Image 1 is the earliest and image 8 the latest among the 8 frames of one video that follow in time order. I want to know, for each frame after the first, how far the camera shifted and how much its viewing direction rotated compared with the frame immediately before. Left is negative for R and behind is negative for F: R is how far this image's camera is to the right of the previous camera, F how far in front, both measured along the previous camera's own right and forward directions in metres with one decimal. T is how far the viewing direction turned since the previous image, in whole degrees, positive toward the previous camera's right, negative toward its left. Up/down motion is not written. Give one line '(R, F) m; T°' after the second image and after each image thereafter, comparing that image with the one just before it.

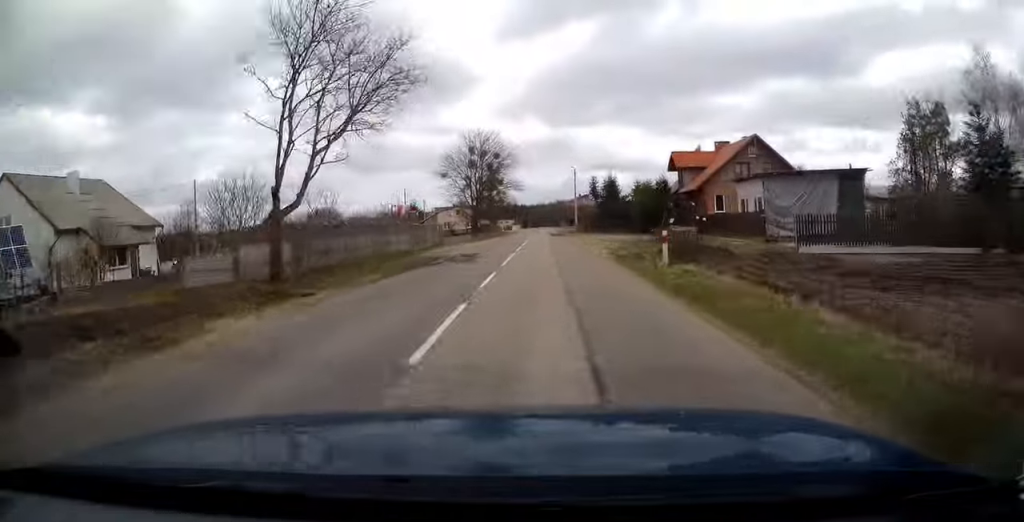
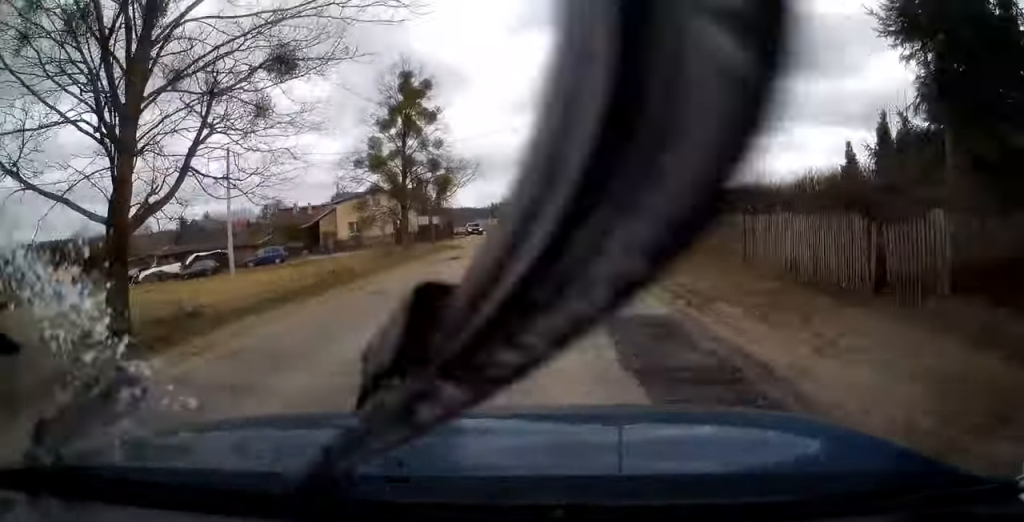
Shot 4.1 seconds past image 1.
(+0.1, +59.2) m; -2°
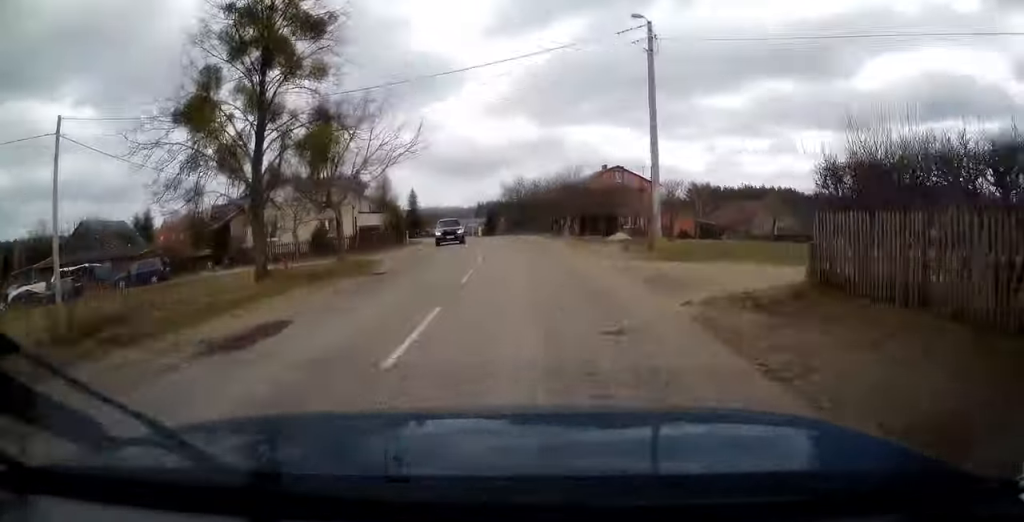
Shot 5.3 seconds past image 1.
(0.0, +17.9) m; -2°
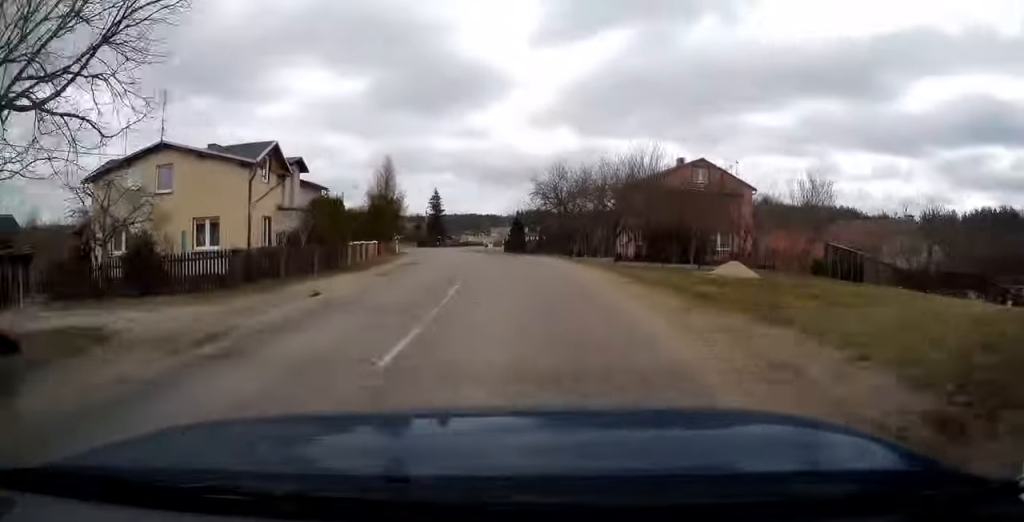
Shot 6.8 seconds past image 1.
(-0.5, +21.1) m; -4°
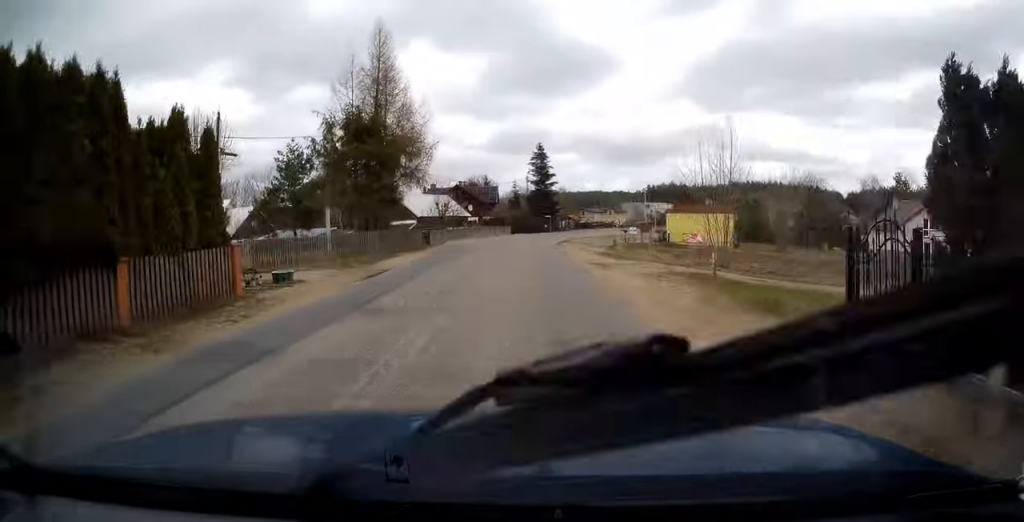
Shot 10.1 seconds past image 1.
(-3.1, +45.9) m; -7°
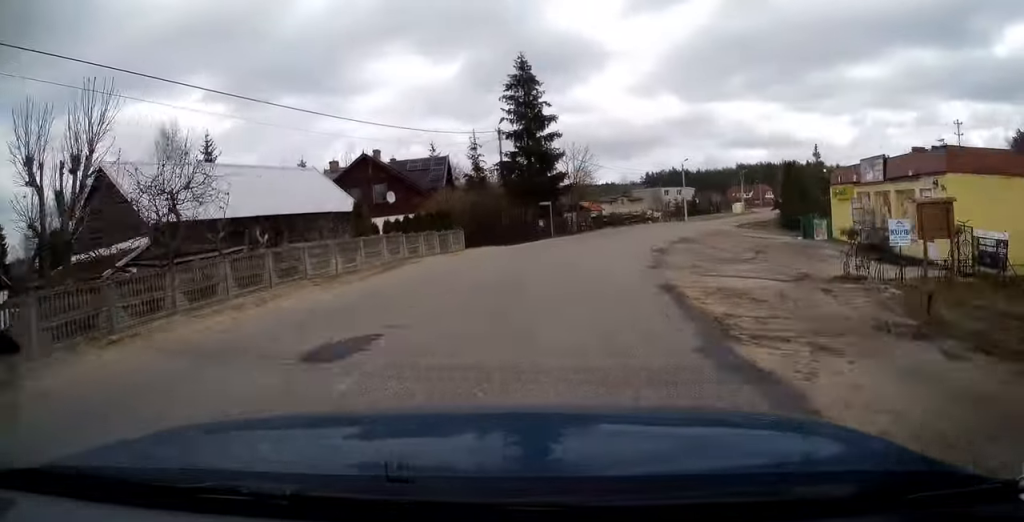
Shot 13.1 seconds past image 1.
(-0.3, +42.1) m; +5°
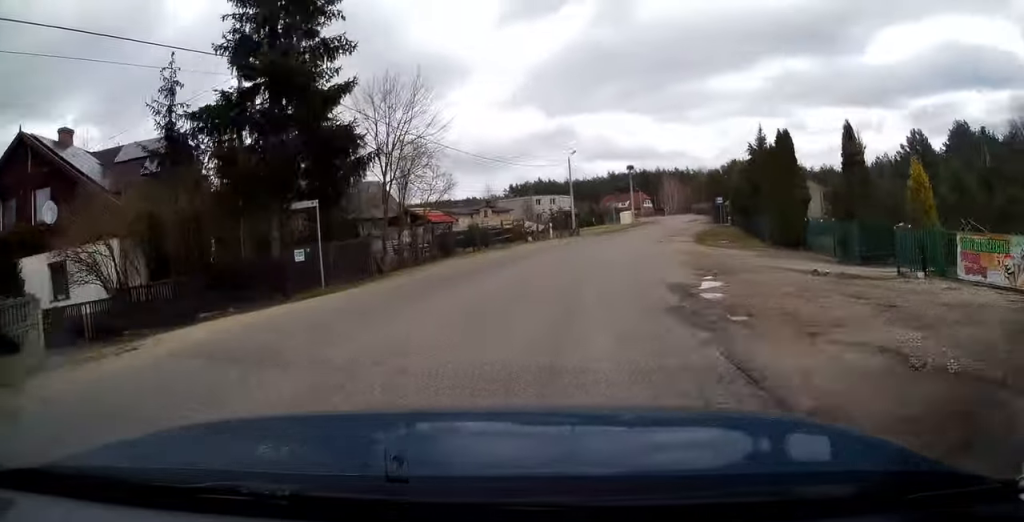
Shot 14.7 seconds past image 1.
(+0.2, +23.6) m; +9°
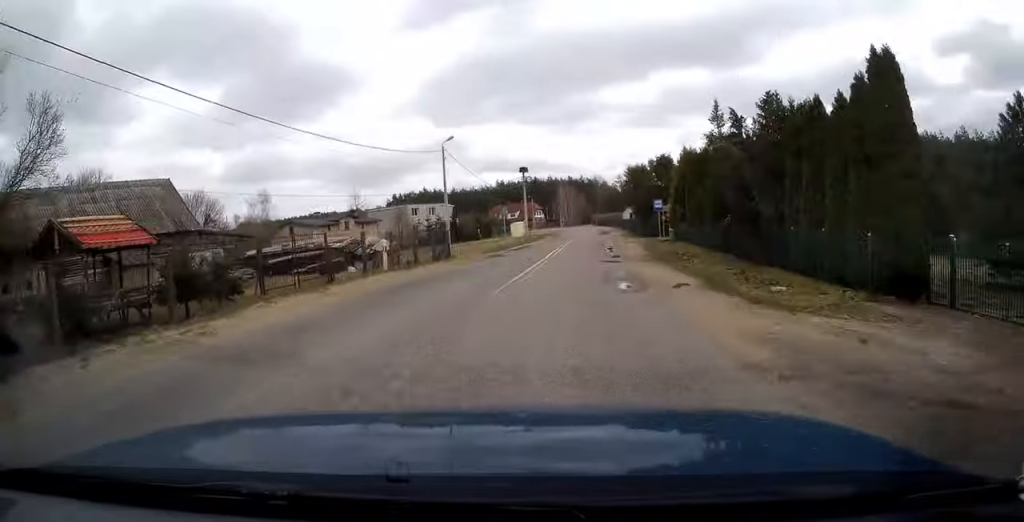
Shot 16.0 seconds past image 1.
(+2.3, +17.1) m; +6°
